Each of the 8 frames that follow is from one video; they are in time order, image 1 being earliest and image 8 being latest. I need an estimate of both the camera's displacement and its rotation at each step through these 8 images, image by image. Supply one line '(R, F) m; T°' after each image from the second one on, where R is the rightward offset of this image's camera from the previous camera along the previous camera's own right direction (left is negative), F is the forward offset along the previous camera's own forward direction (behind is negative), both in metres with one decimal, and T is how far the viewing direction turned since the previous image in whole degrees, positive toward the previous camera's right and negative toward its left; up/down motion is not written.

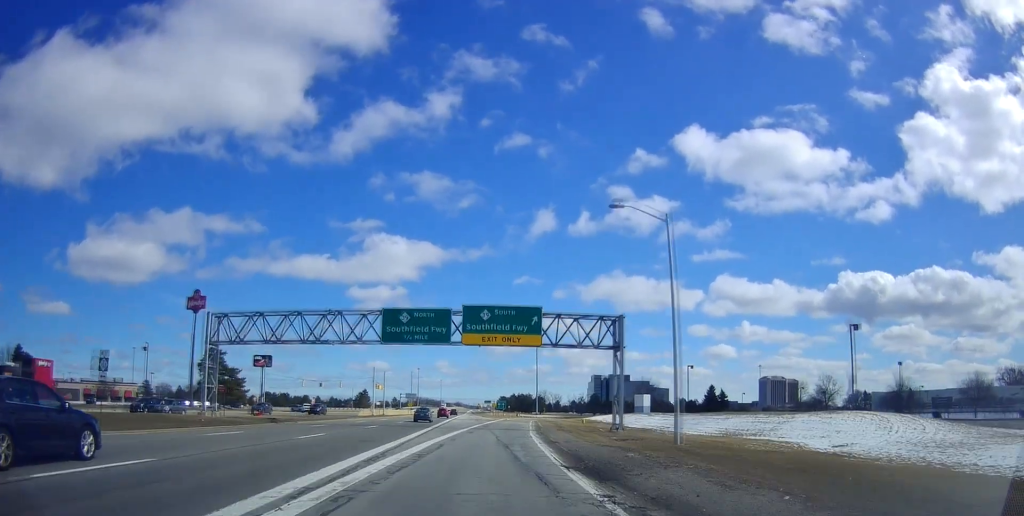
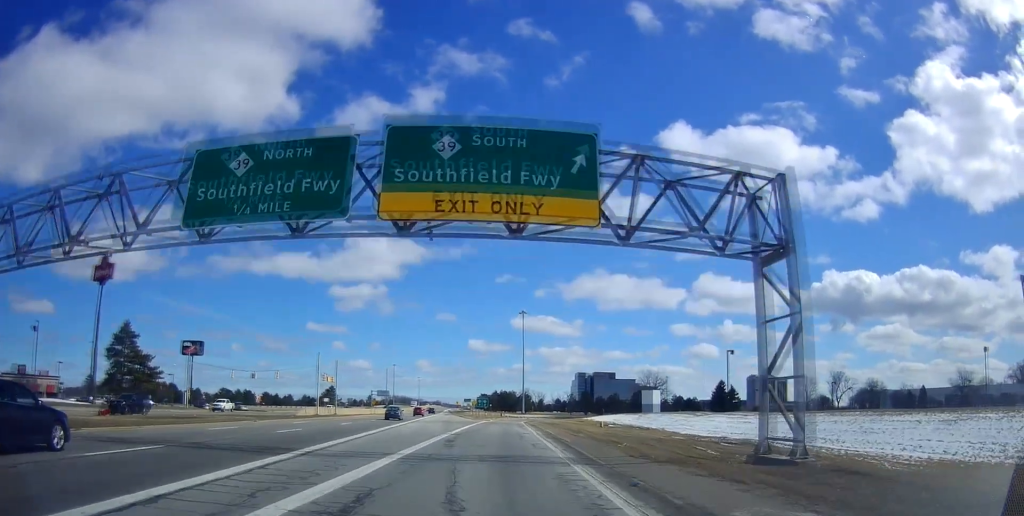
(0.0, +23.2) m; +1°
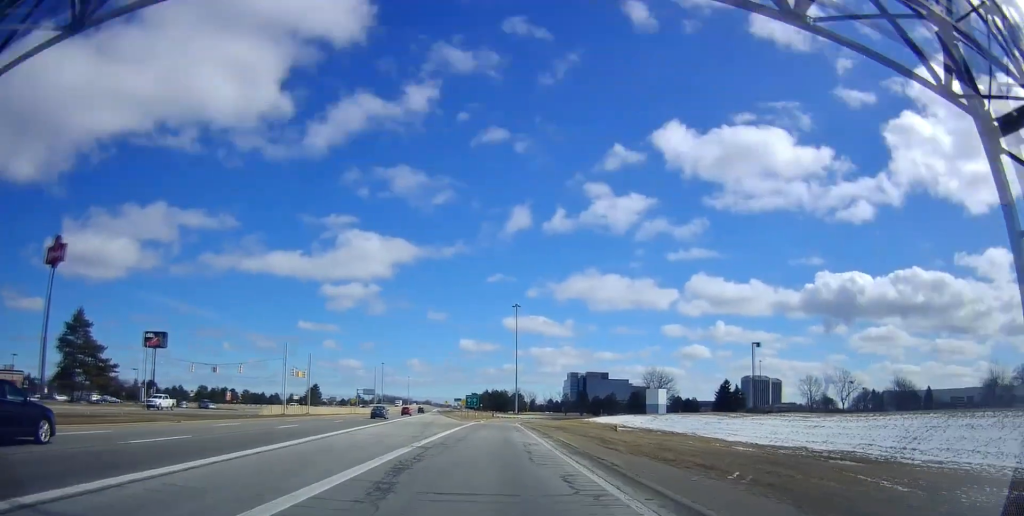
(+0.1, +11.0) m; +1°
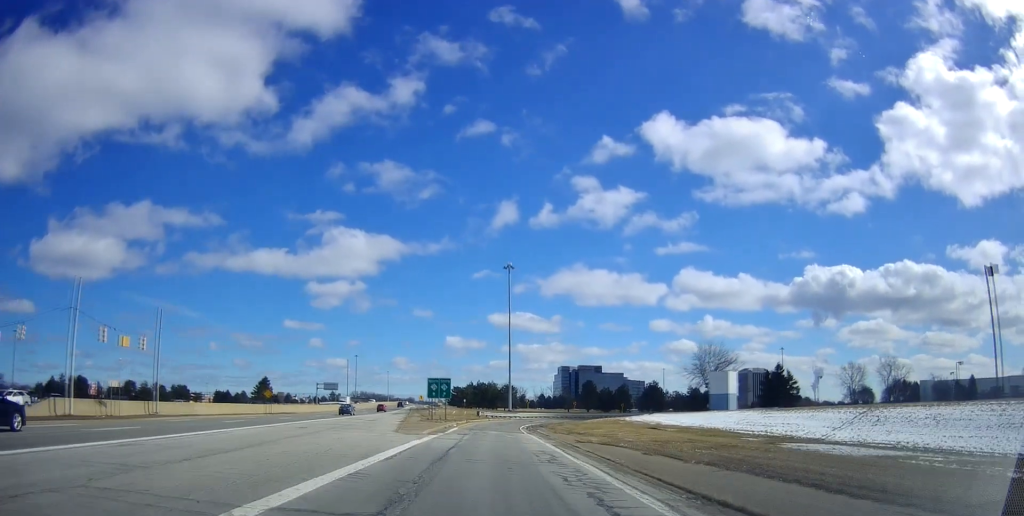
(+0.8, +46.6) m; +1°
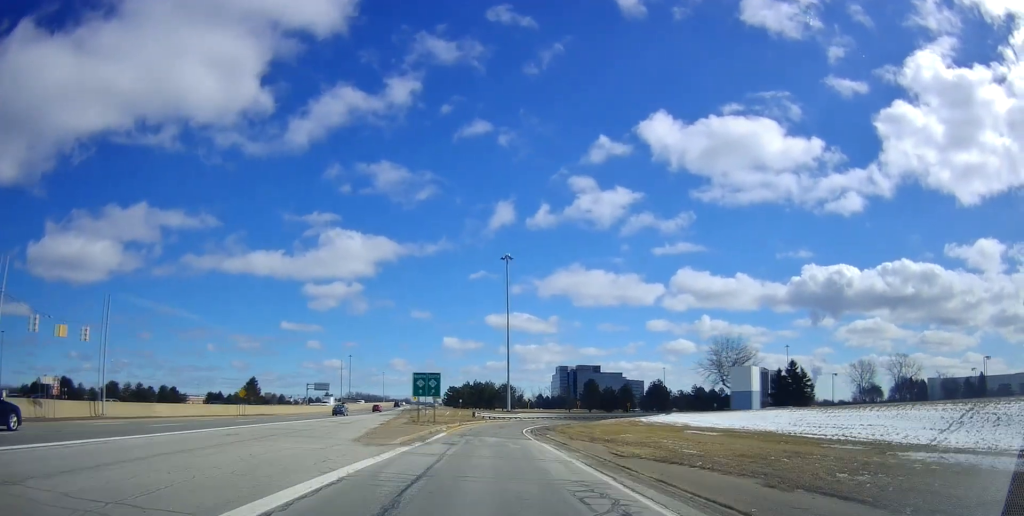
(0.0, +9.7) m; 0°
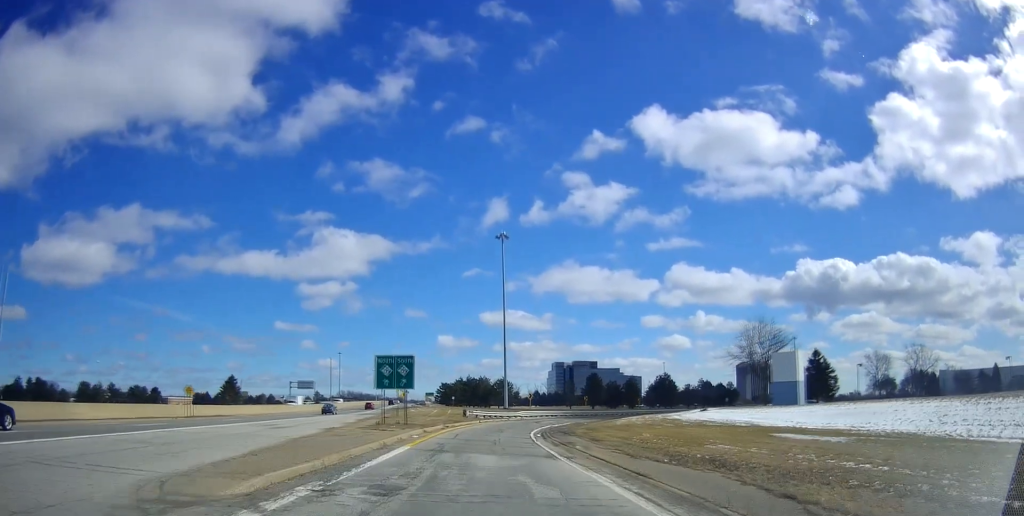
(-0.2, +14.2) m; +1°
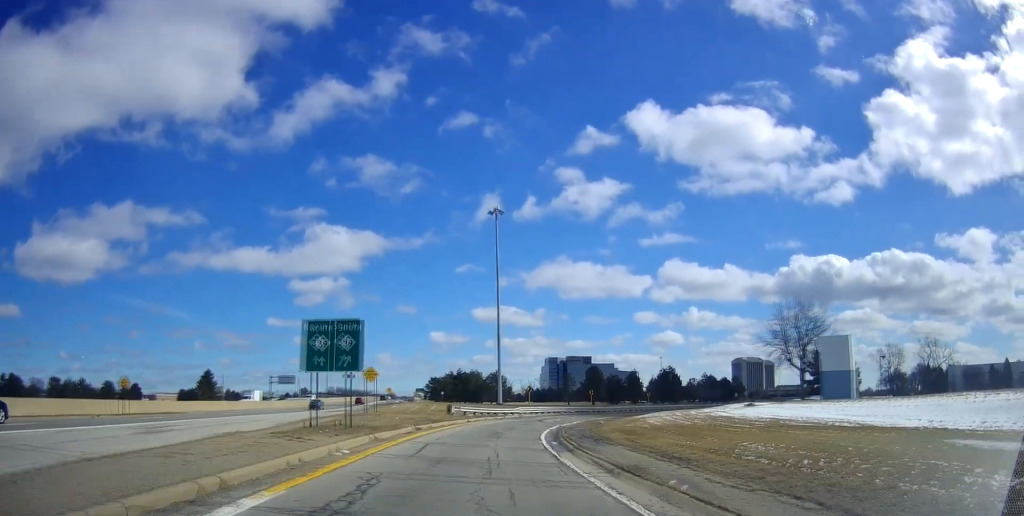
(+0.3, +12.3) m; +2°
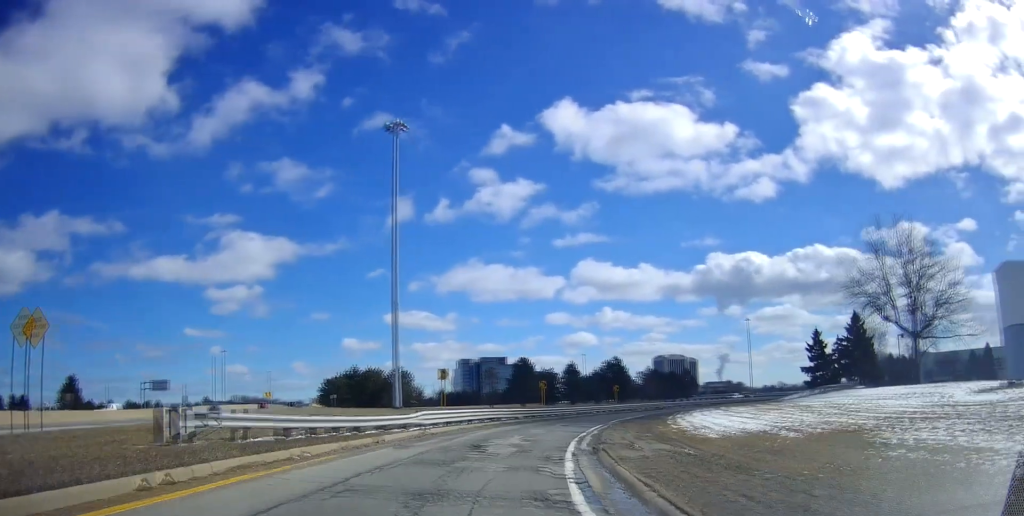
(+1.4, +32.7) m; +5°
